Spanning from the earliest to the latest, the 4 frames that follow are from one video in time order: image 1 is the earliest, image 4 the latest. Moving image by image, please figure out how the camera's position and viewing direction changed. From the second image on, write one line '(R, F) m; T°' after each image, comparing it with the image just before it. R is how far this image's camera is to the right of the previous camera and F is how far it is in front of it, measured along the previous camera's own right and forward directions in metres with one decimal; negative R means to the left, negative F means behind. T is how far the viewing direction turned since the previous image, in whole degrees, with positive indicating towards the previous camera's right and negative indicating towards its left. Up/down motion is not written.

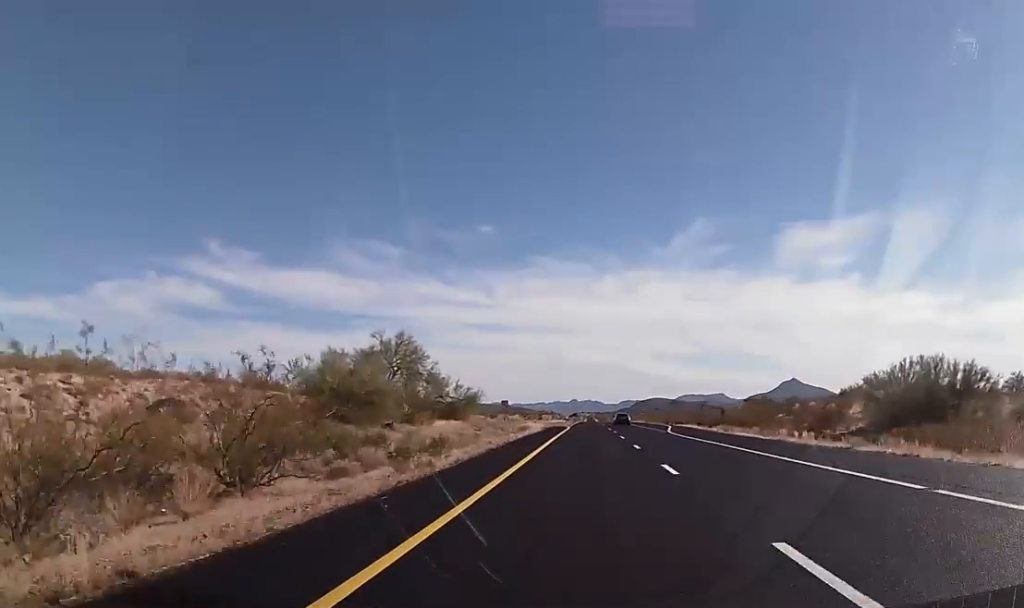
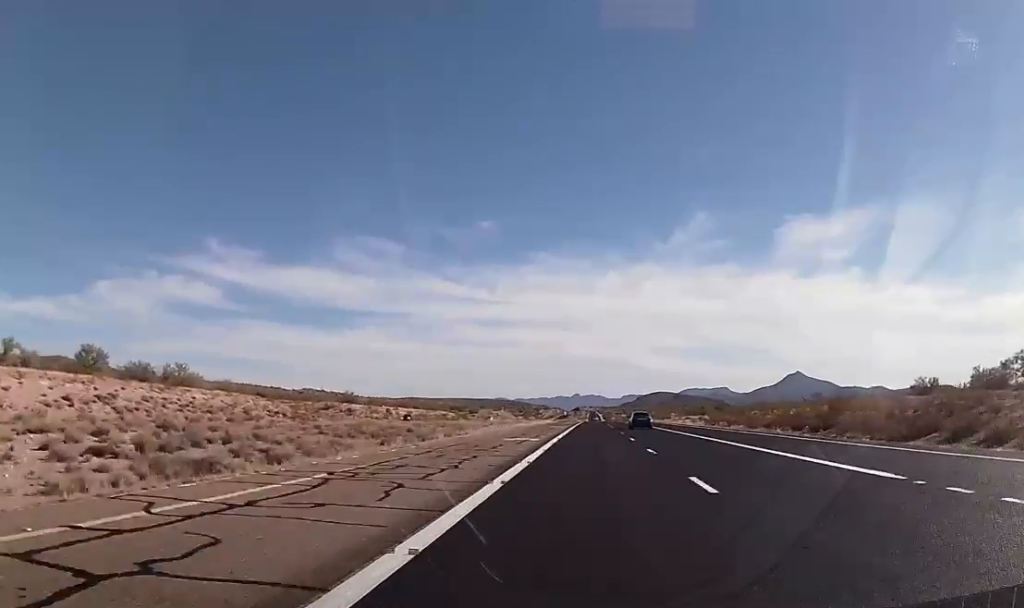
(-0.1, +114.0) m; 0°
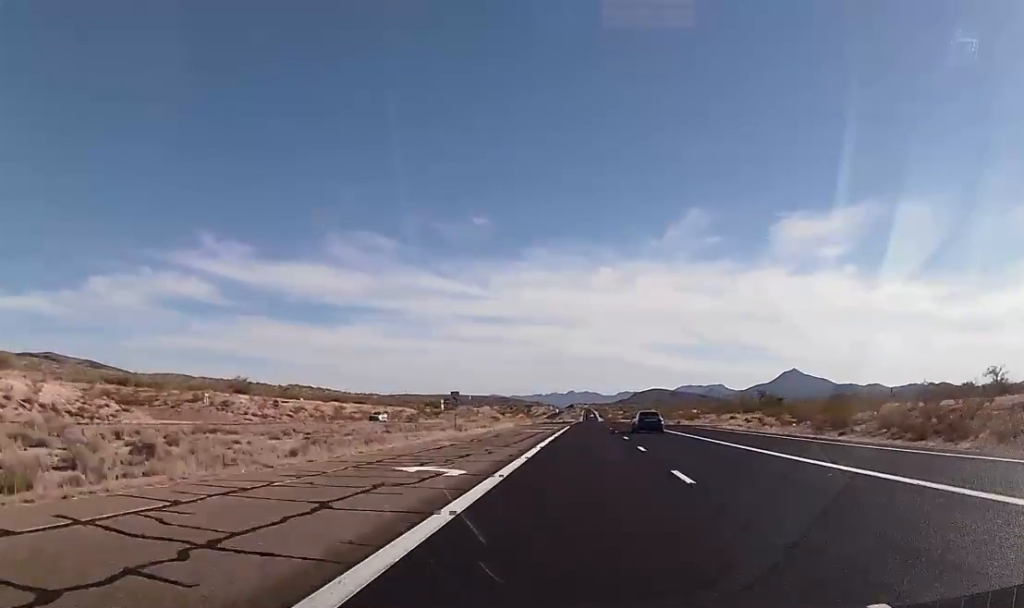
(+0.5, +59.6) m; +1°
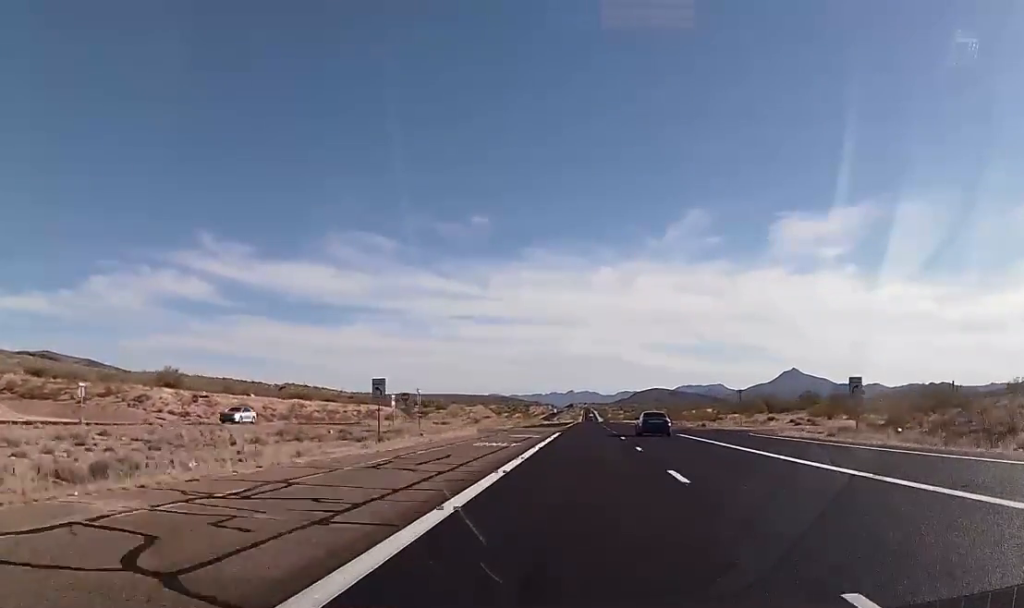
(-0.2, +24.1) m; 0°
